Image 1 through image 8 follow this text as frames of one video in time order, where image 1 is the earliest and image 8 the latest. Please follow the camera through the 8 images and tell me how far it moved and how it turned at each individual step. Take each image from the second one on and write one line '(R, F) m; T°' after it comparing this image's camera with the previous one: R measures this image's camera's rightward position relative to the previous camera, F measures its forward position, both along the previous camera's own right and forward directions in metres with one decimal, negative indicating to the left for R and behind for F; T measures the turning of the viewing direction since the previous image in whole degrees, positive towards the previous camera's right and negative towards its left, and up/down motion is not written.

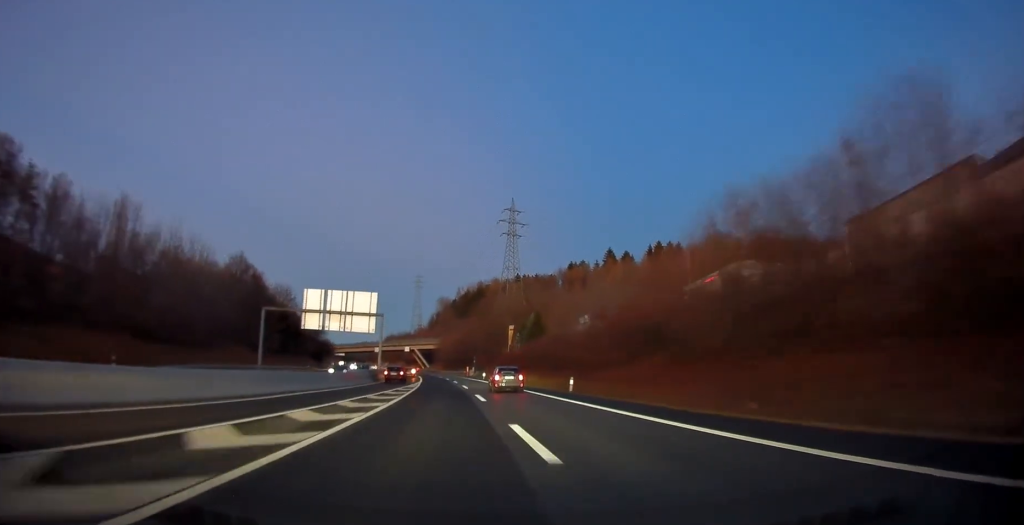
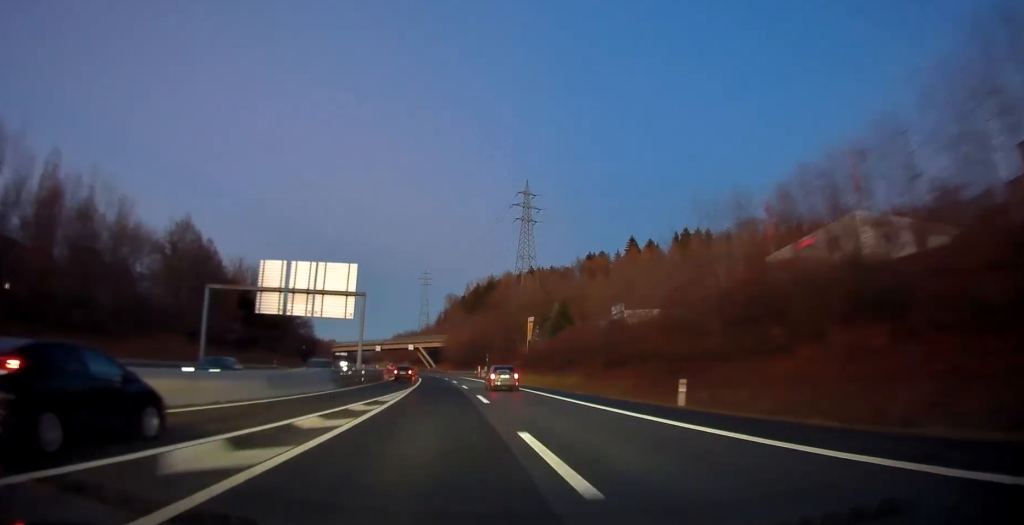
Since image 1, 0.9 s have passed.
(0.0, +19.2) m; 0°
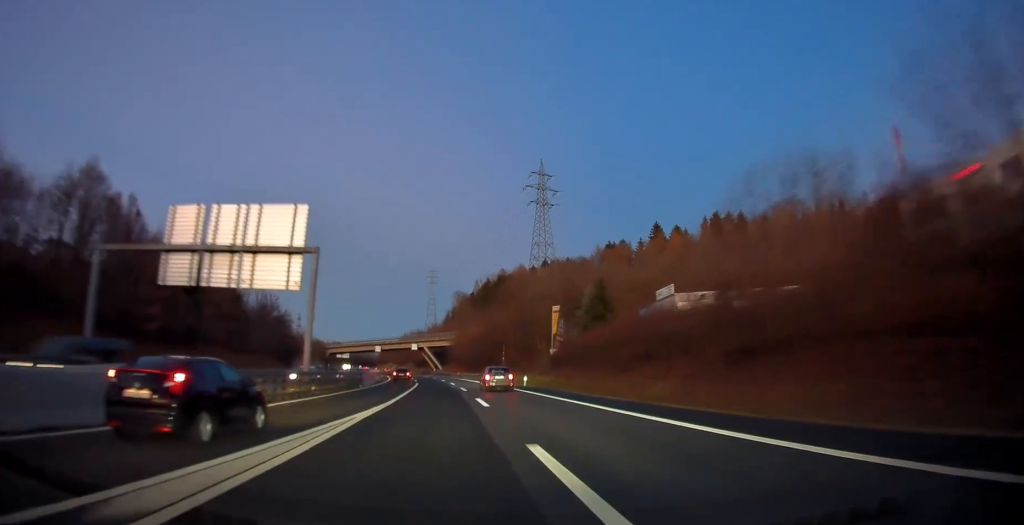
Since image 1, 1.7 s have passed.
(+0.1, +18.5) m; 0°
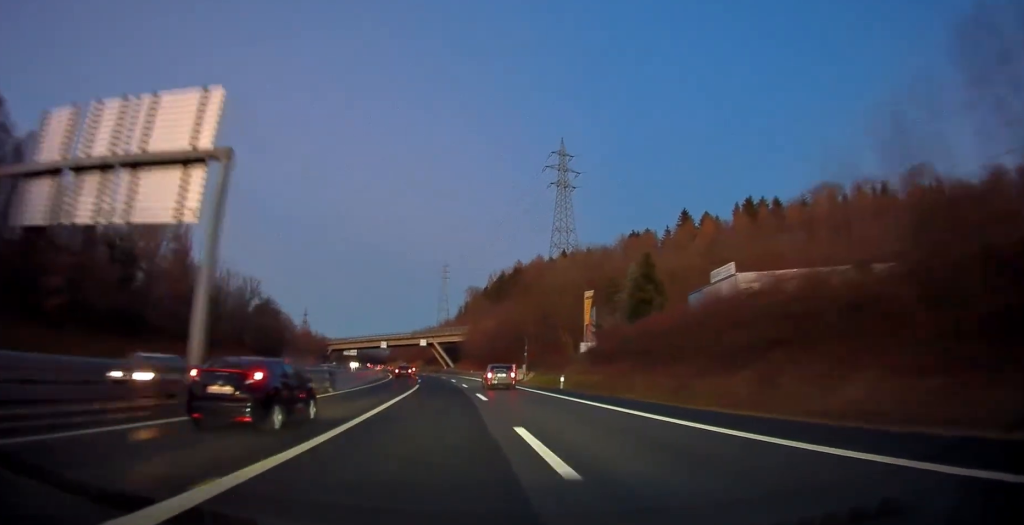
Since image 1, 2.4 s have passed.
(0.0, +14.6) m; -1°
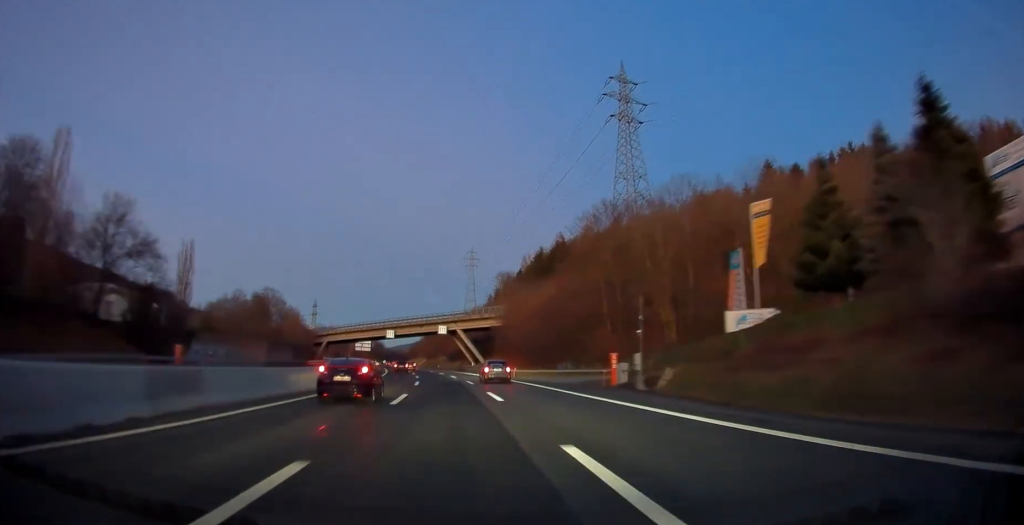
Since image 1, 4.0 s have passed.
(-1.2, +39.7) m; -3°
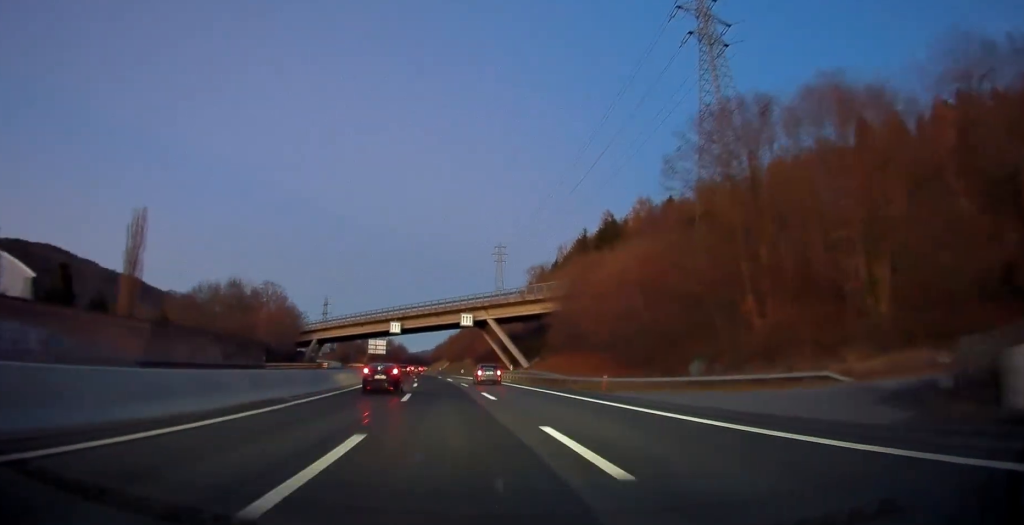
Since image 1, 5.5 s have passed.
(-0.6, +33.5) m; -2°
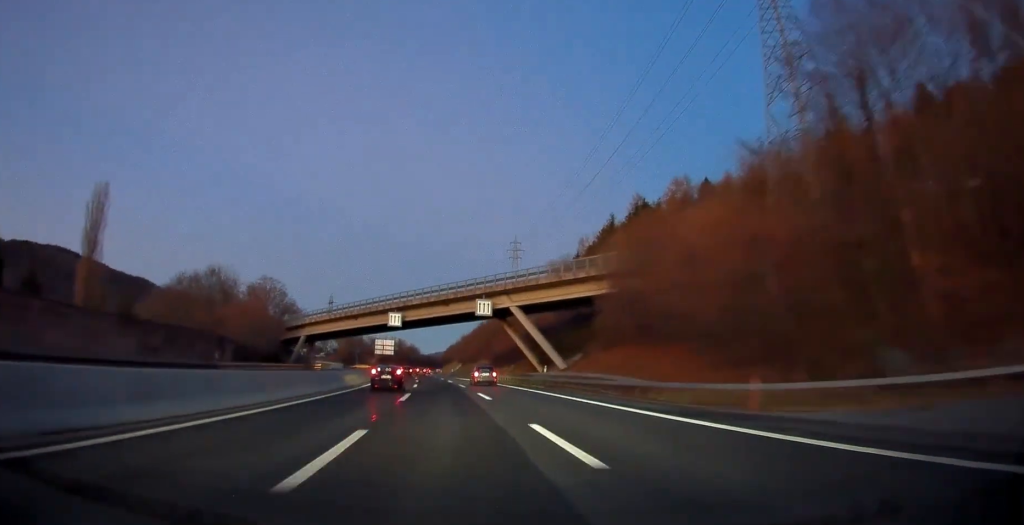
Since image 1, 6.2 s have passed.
(-0.1, +16.1) m; -1°
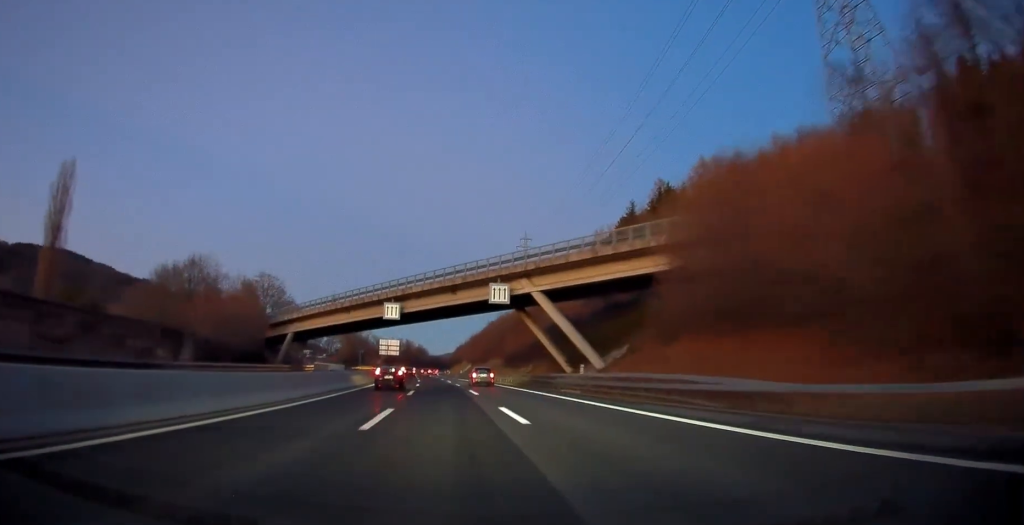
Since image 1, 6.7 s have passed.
(0.0, +11.5) m; -1°
